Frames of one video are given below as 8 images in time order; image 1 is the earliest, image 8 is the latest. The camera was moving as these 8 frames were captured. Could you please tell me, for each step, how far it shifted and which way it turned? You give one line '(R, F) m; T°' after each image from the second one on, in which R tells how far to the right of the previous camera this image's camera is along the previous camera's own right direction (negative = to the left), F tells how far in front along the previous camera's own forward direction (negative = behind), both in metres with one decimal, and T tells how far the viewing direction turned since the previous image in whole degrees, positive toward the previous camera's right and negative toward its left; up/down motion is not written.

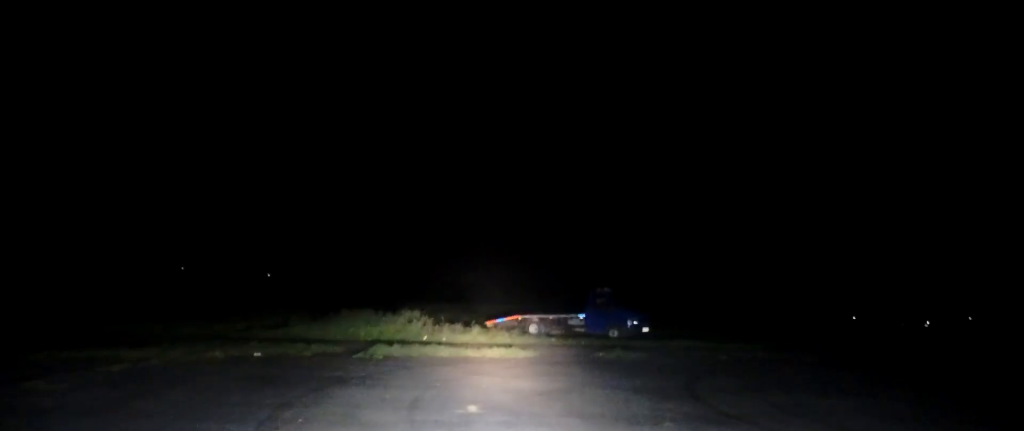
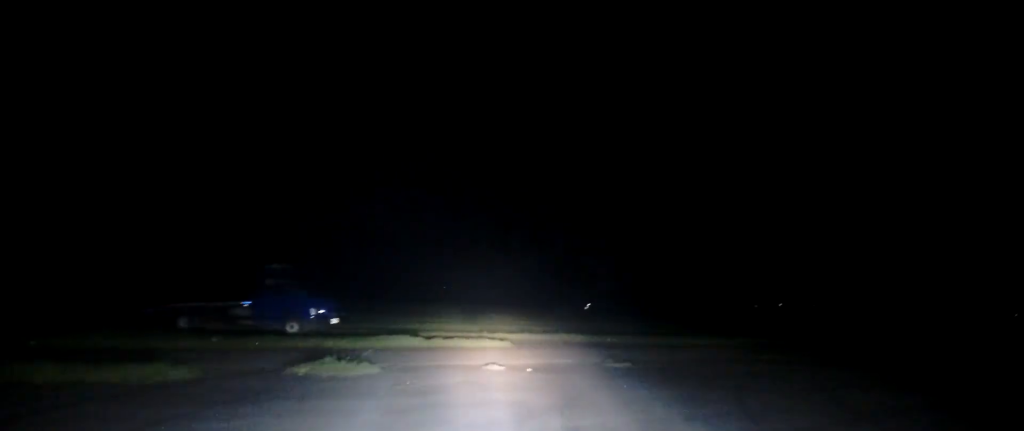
(+2.1, +9.1) m; +26°
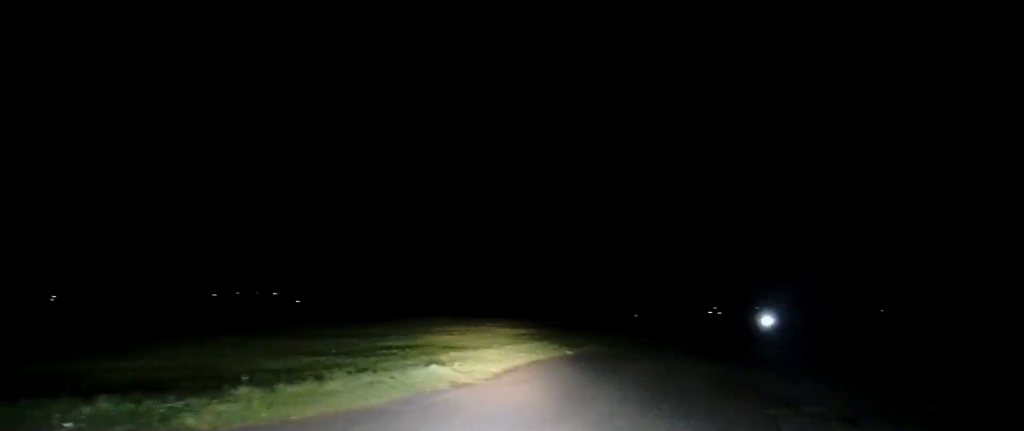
(+6.5, +17.1) m; +41°
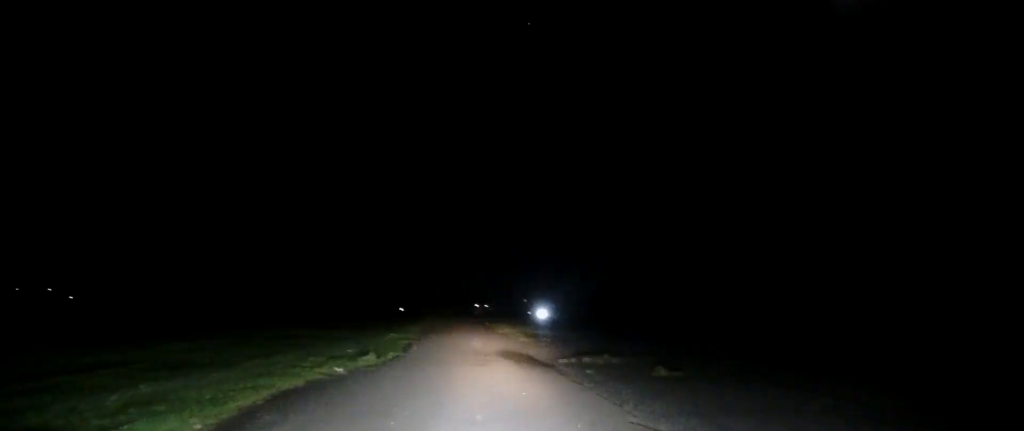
(+1.0, +7.7) m; +6°
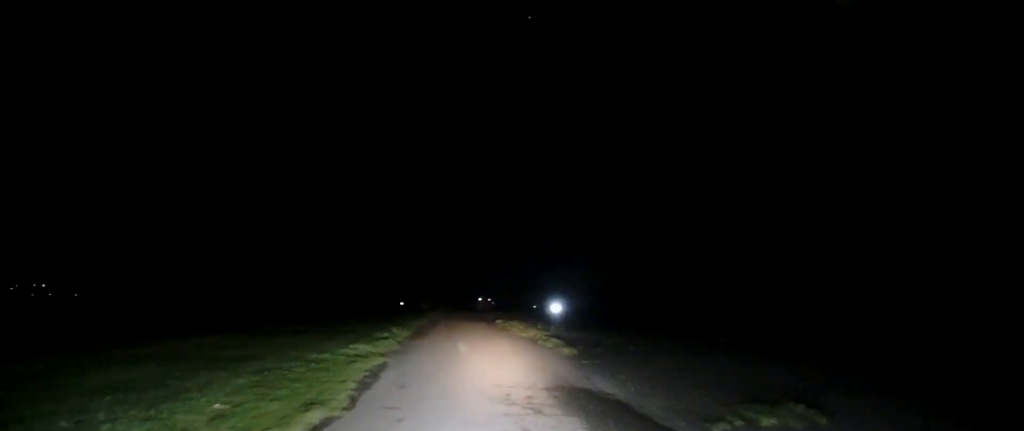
(+0.8, +11.7) m; +5°
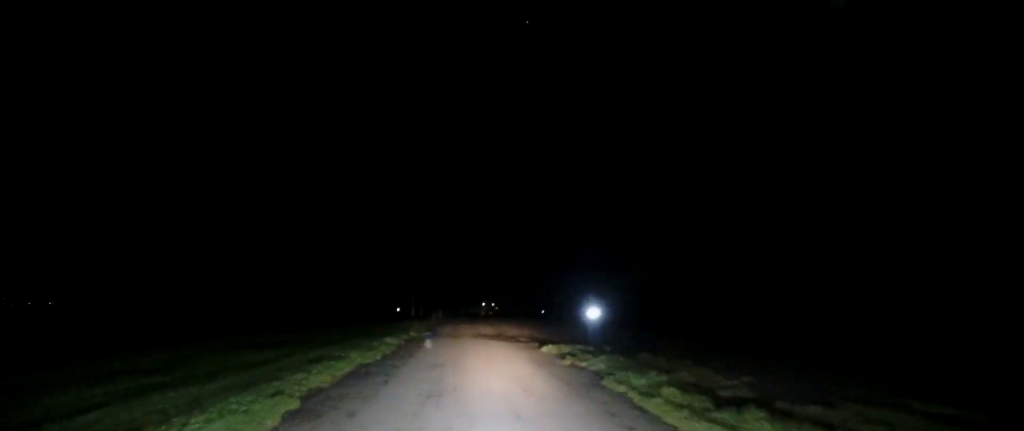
(+0.5, +25.9) m; +2°
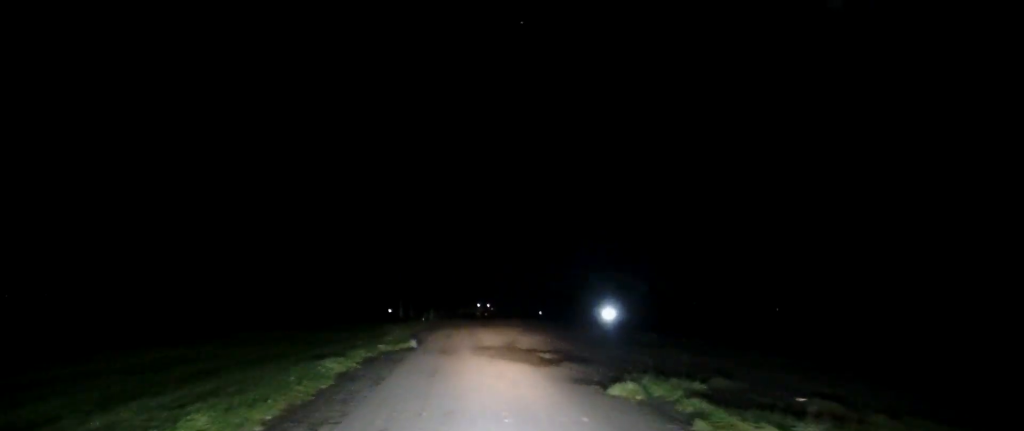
(+0.2, +11.0) m; 0°
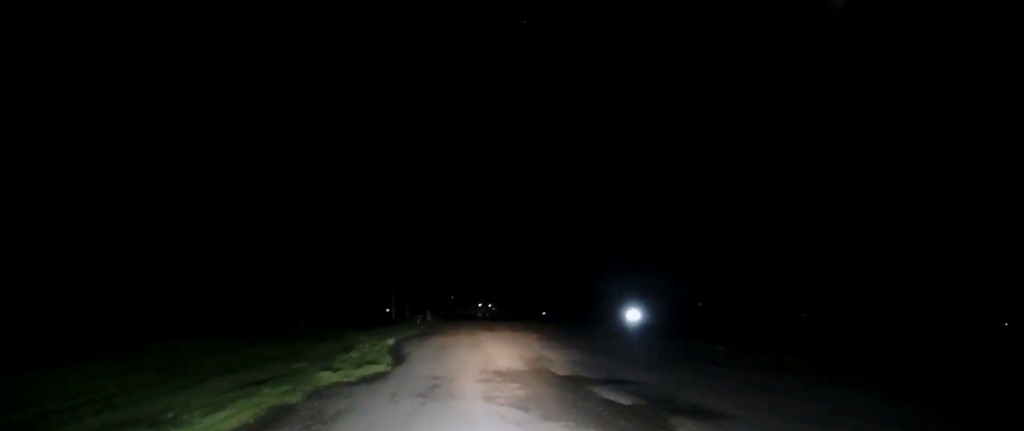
(+0.2, +9.6) m; 0°
